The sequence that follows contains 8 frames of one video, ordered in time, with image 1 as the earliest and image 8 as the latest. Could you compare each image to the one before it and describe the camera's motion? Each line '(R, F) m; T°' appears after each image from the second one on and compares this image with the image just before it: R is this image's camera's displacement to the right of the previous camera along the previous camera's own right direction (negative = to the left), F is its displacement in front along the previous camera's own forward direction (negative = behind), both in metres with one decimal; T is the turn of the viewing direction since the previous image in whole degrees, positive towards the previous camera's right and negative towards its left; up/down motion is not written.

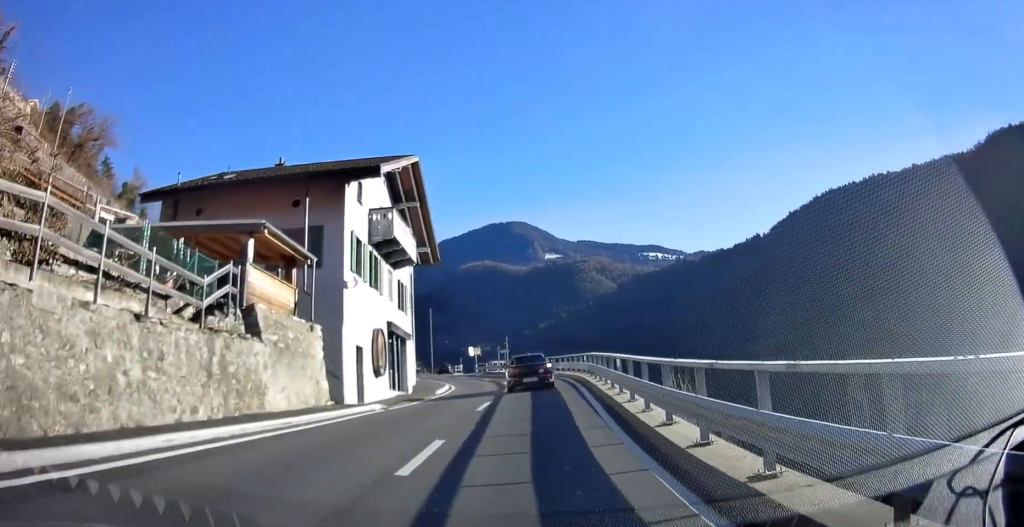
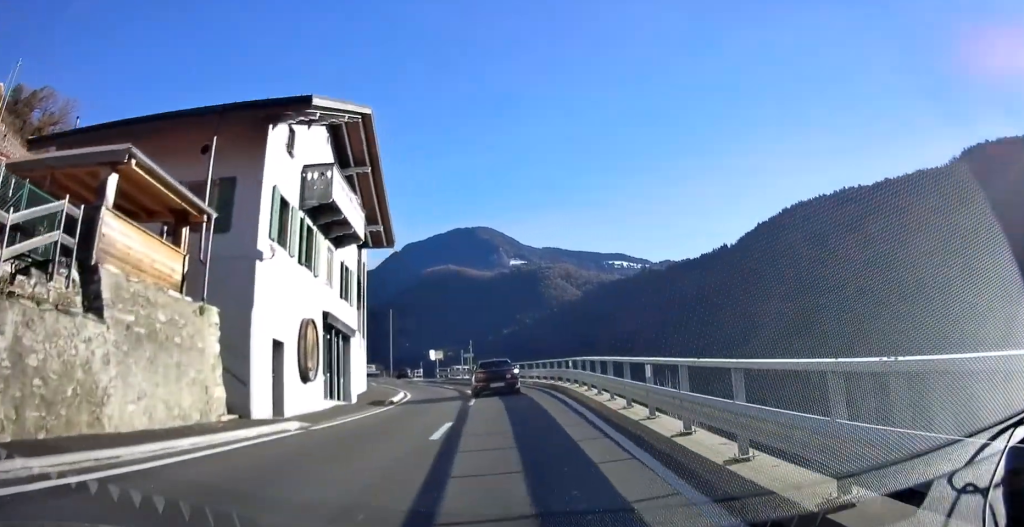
(+0.4, +5.1) m; +2°
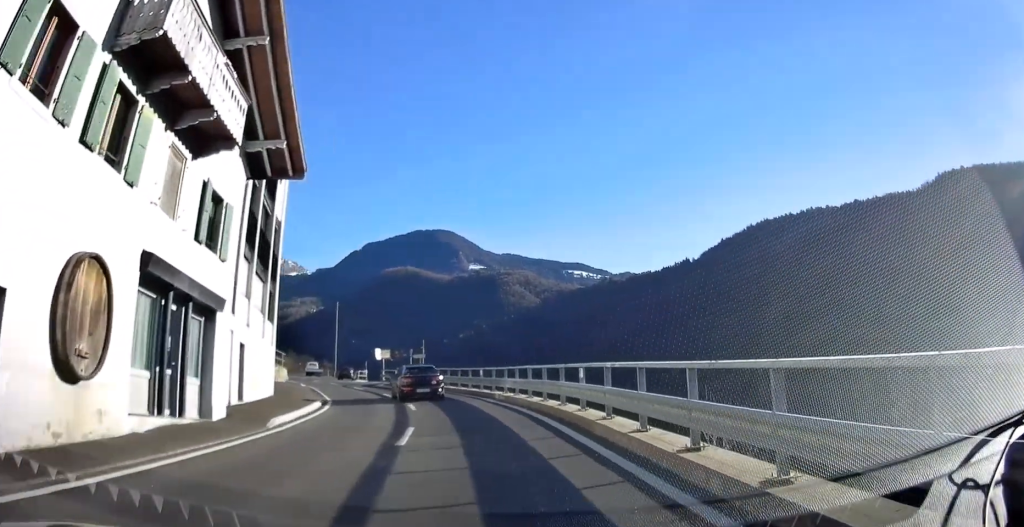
(+0.3, +9.4) m; +3°
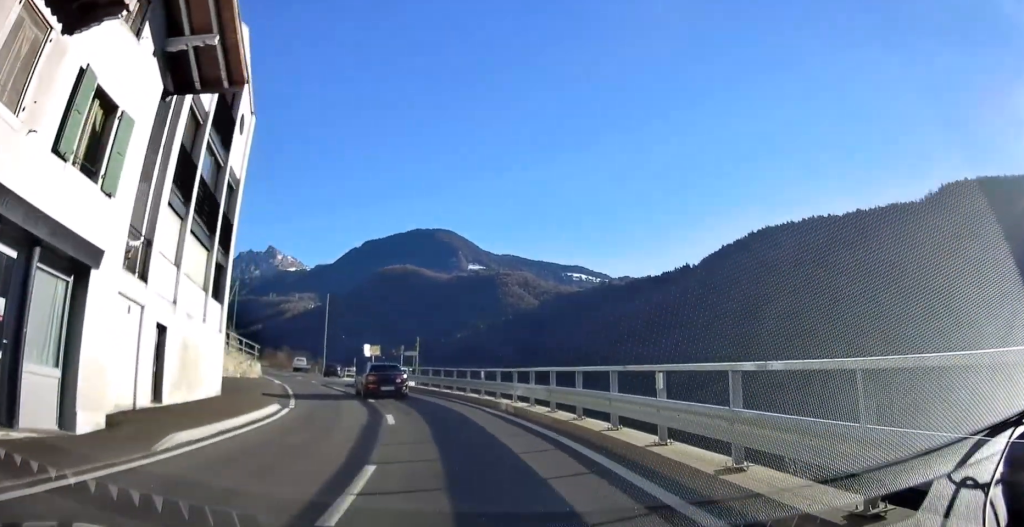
(-0.1, +5.1) m; +1°
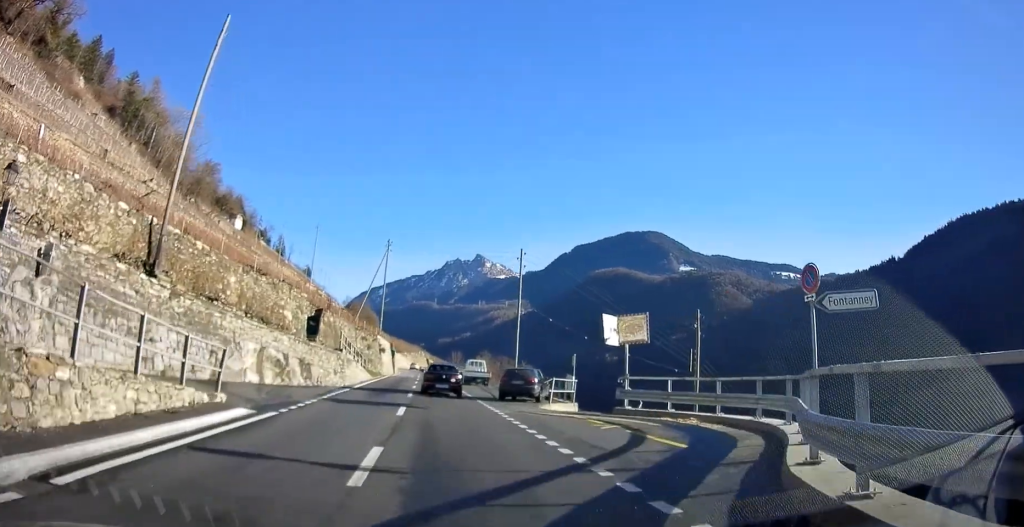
(-2.9, +33.5) m; -13°
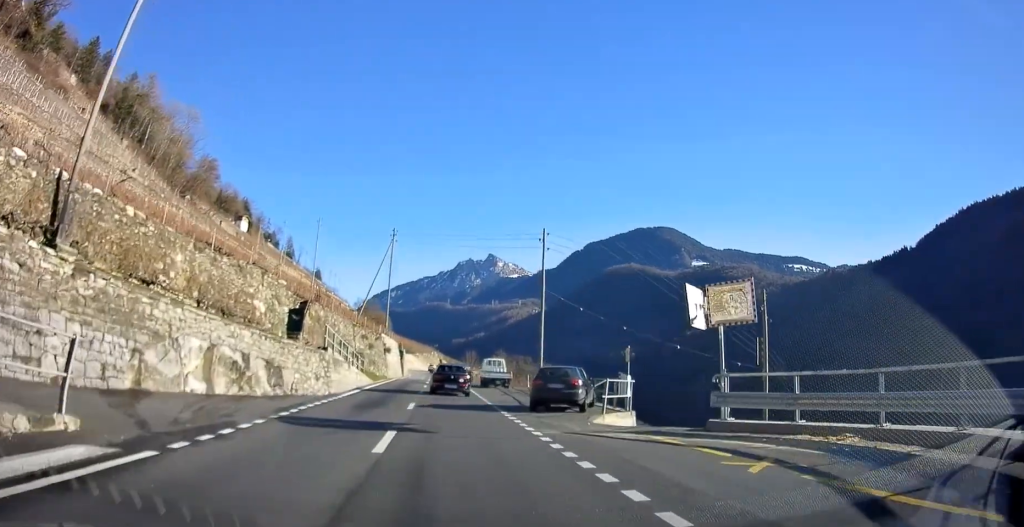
(-0.2, +6.1) m; -2°
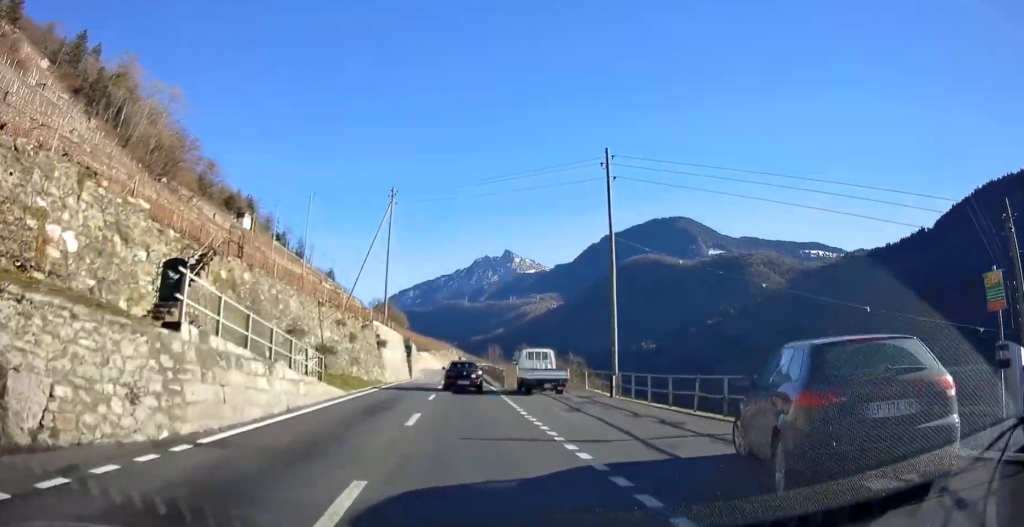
(-0.4, +14.2) m; -4°
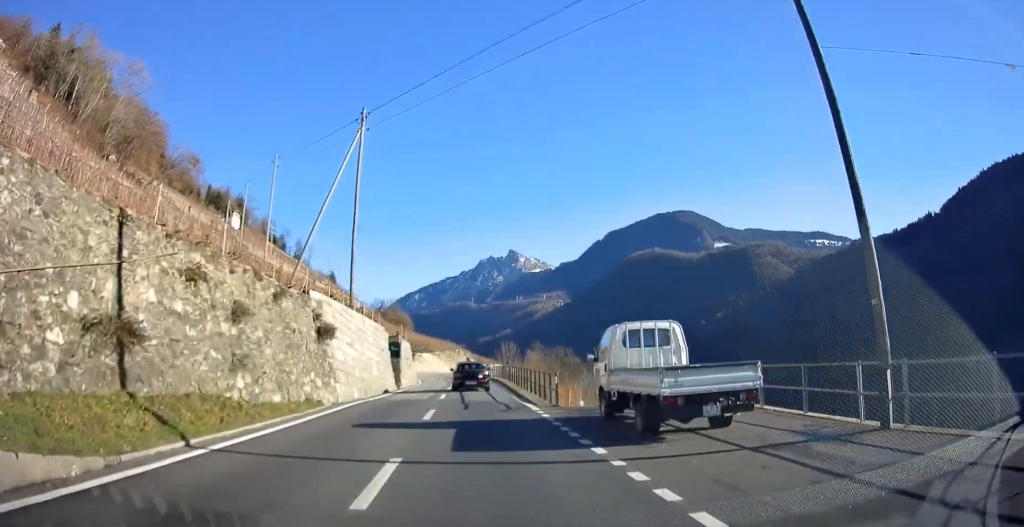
(-0.5, +16.0) m; 0°
